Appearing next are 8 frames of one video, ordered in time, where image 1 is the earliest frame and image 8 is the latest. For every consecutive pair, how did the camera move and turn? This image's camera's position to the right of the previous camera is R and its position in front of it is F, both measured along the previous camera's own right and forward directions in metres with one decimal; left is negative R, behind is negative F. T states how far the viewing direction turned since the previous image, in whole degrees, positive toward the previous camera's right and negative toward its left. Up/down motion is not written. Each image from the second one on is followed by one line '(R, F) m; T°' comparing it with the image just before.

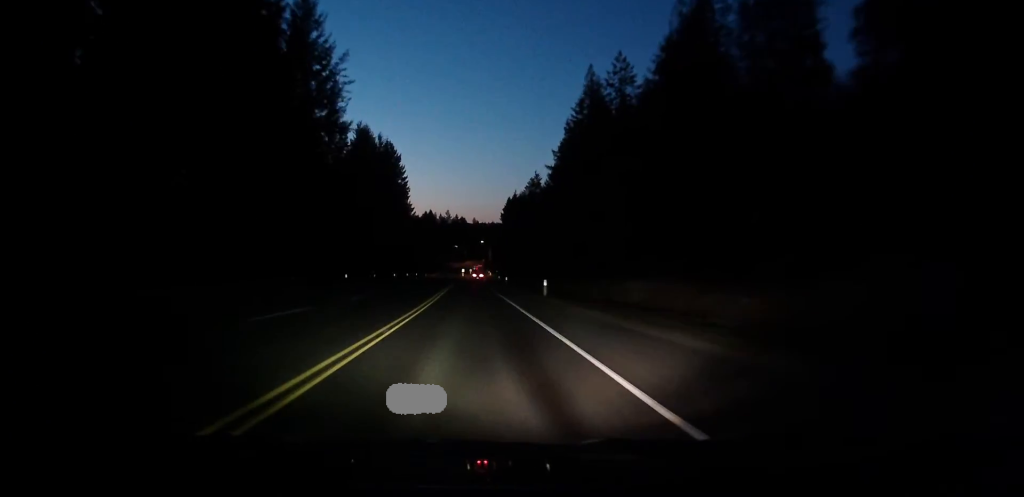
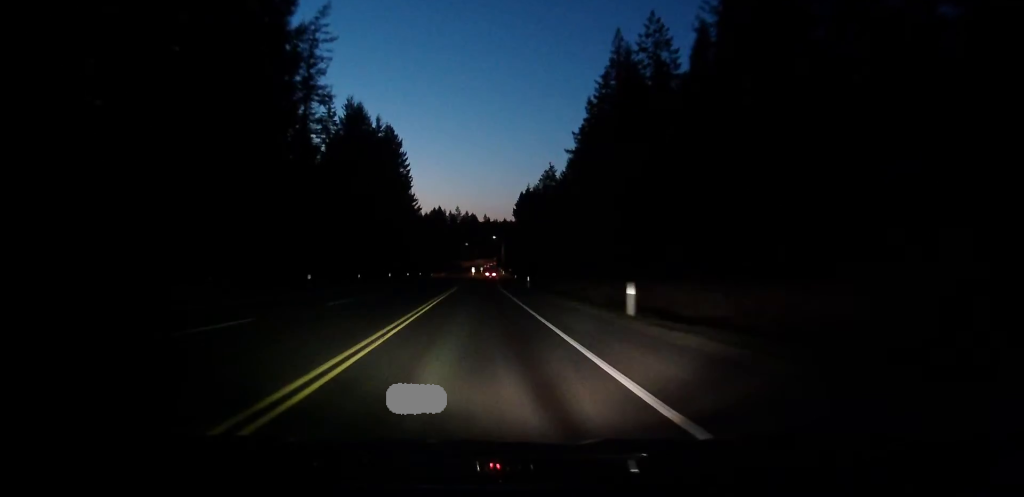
(-0.4, +18.7) m; -3°
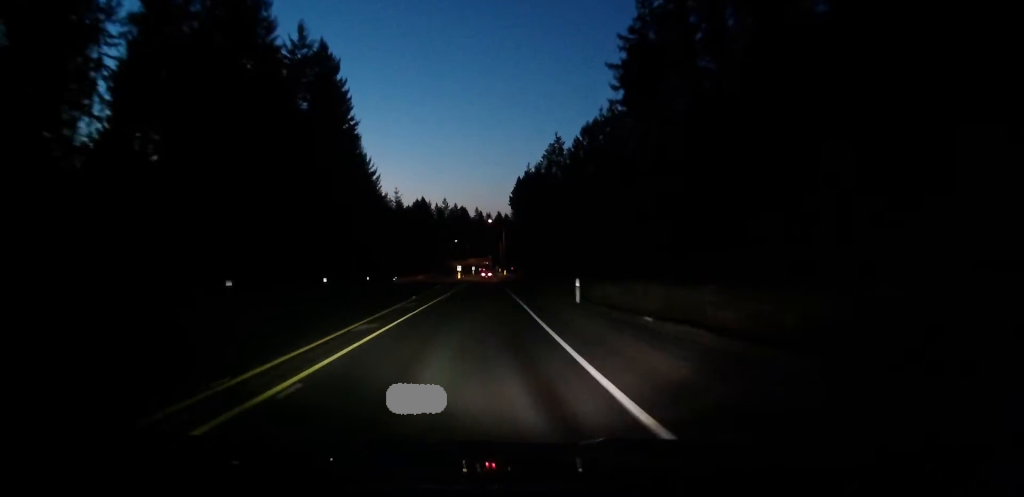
(-3.1, +59.7) m; -4°
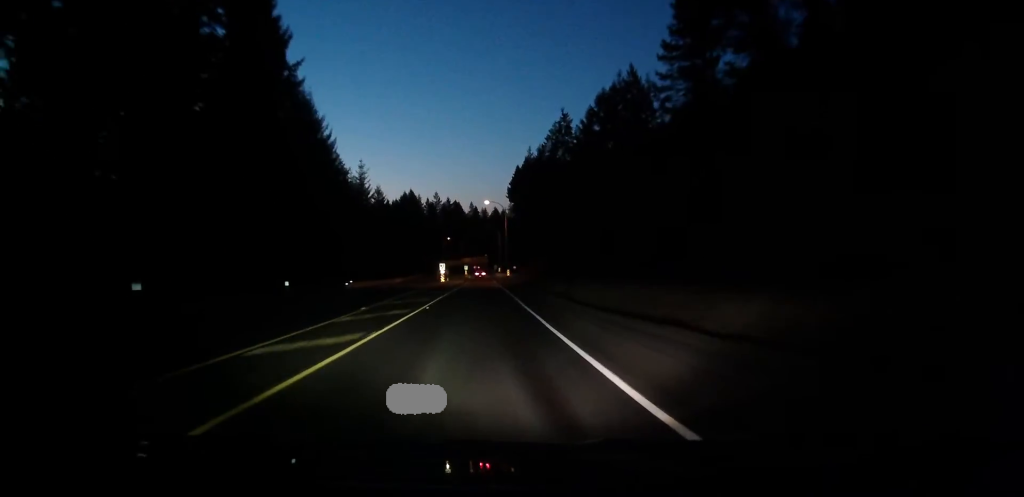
(+0.2, +34.2) m; +1°
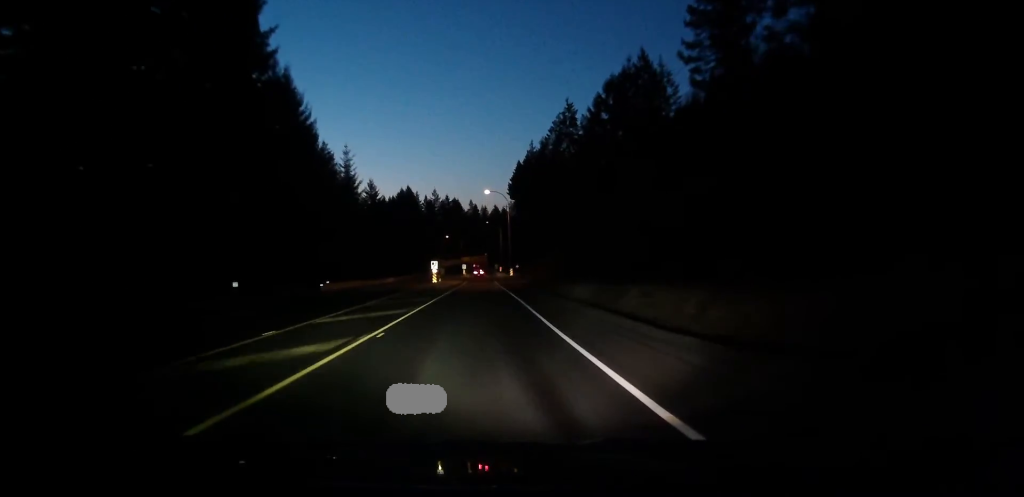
(+0.1, +11.2) m; 0°
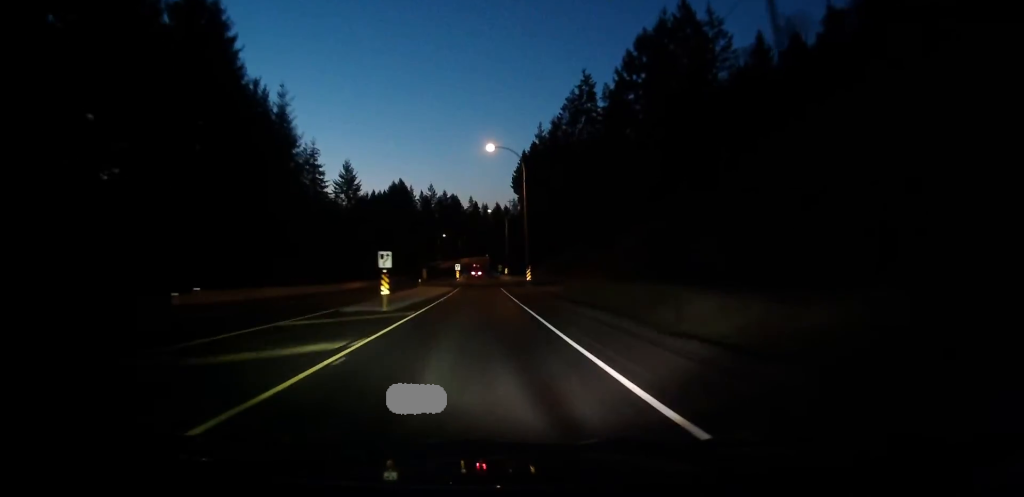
(+0.2, +30.1) m; 0°
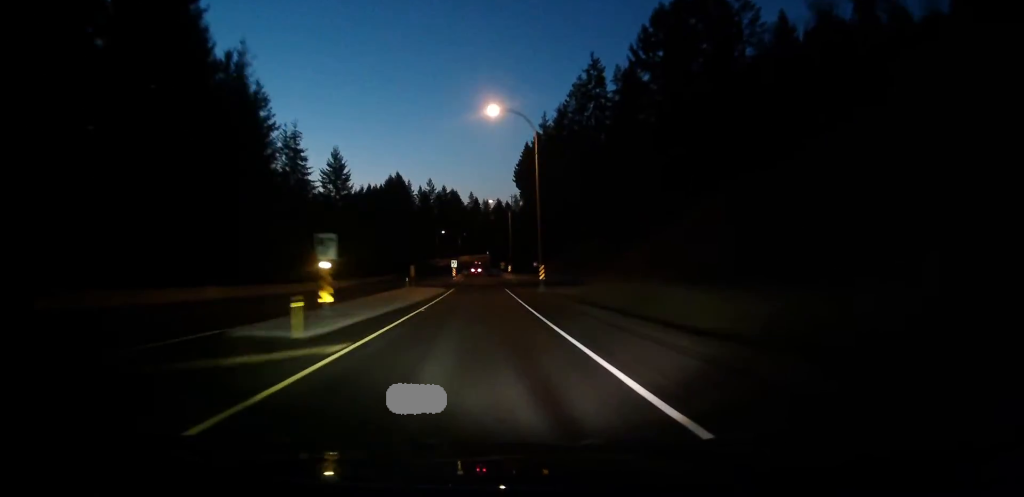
(0.0, +11.2) m; 0°
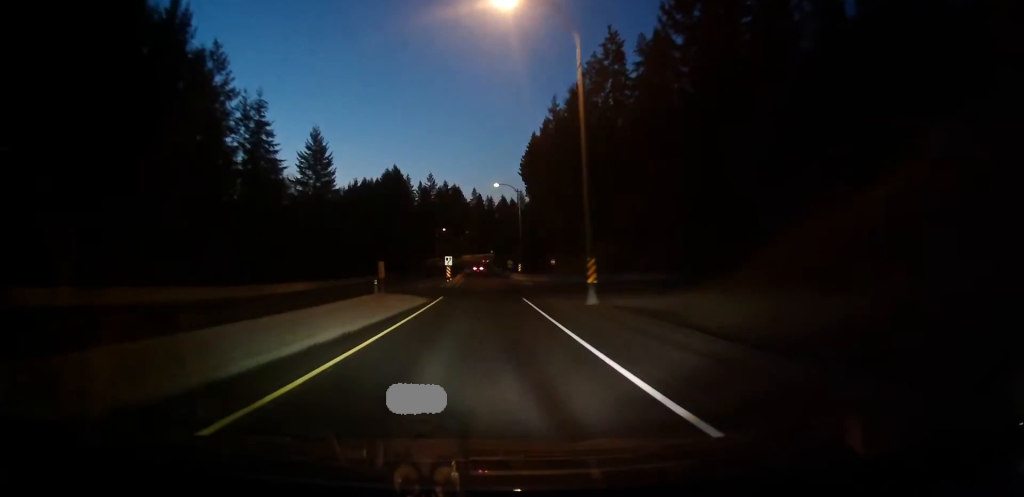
(0.0, +17.5) m; 0°
